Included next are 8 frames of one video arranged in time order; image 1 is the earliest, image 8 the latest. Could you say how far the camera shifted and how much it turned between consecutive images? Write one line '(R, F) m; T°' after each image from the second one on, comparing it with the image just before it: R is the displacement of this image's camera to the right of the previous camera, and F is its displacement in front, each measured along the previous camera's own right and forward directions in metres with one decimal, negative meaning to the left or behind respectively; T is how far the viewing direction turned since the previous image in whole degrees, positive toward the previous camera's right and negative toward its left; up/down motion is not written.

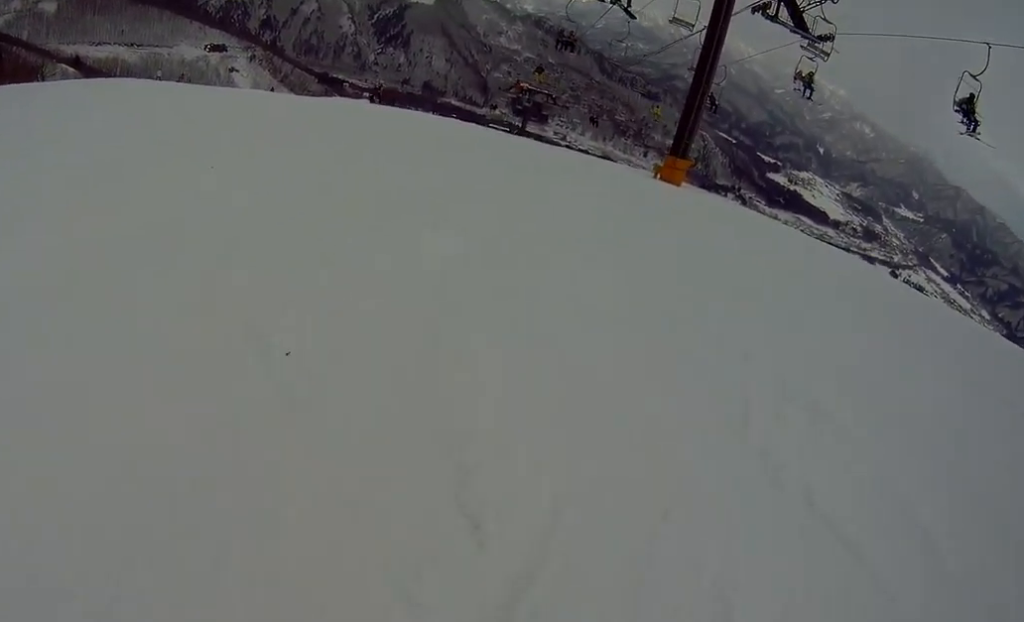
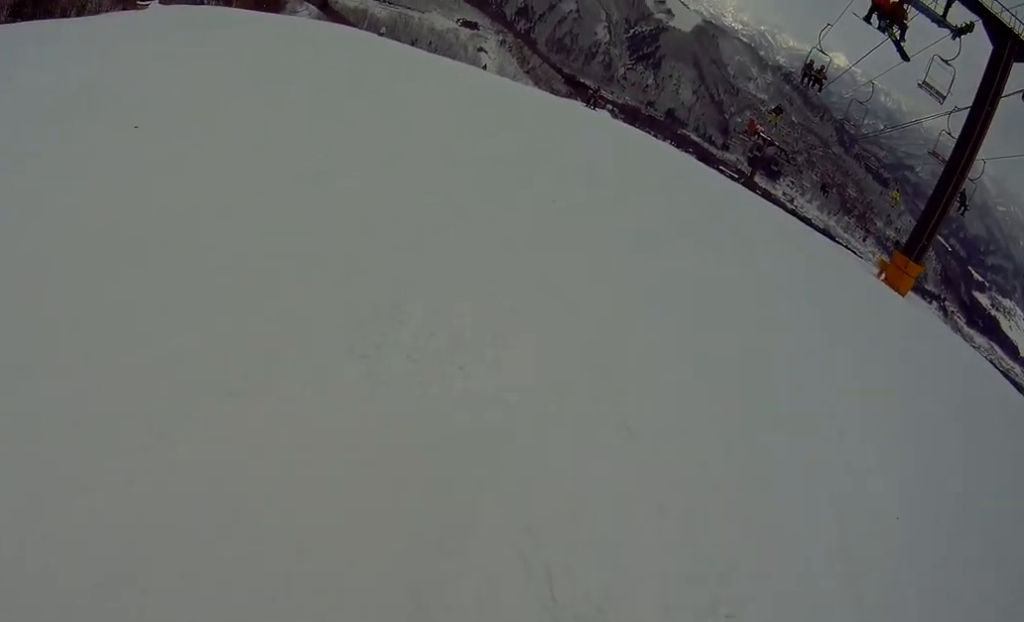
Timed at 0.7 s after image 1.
(-0.1, +2.9) m; -1°
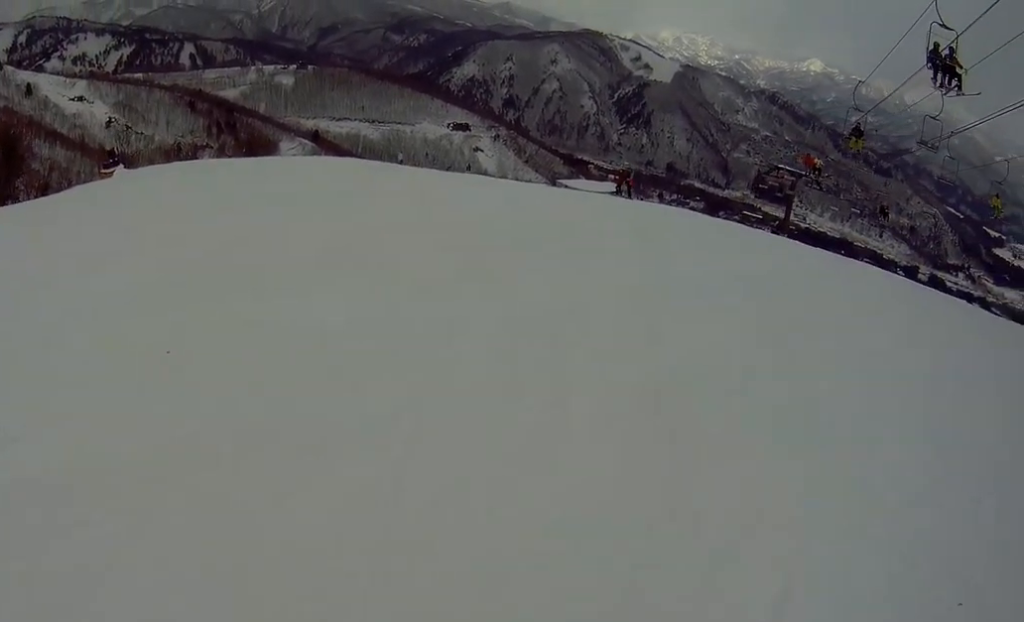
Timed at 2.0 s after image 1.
(0.0, +5.2) m; +15°
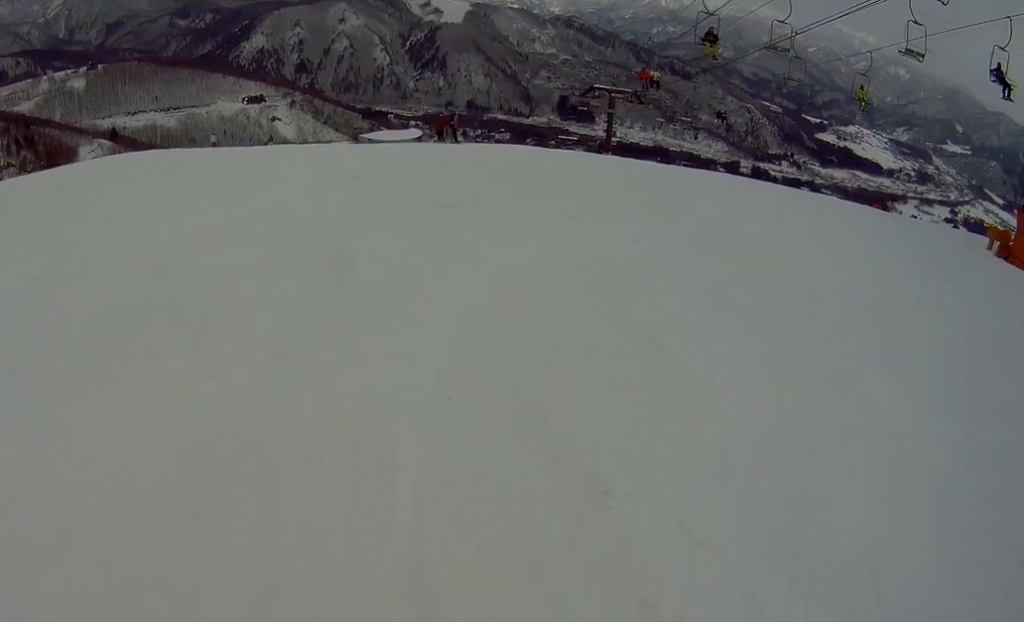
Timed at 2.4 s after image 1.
(+0.4, +1.4) m; +1°
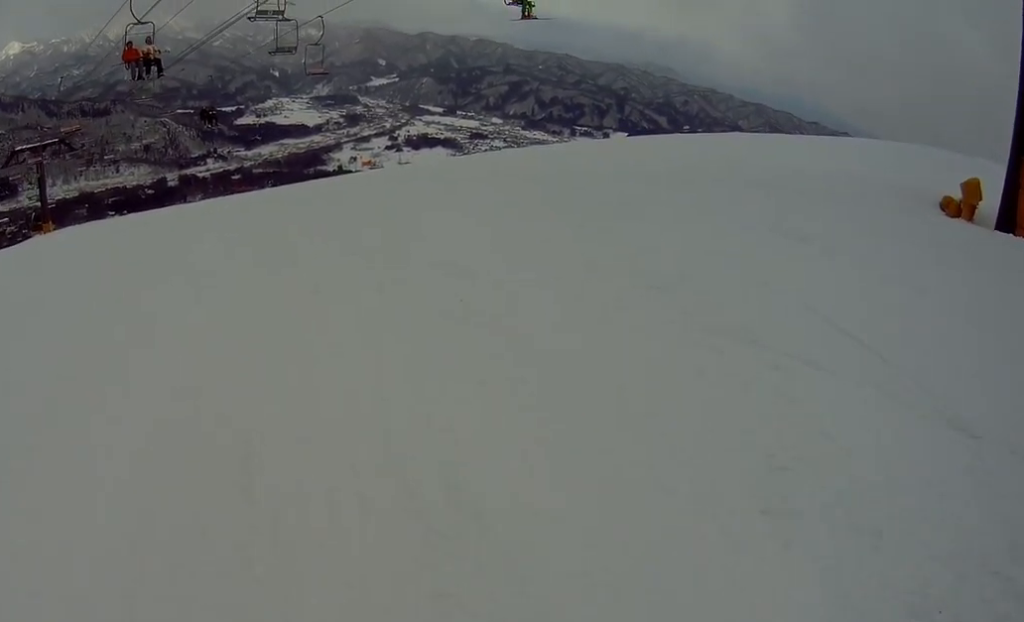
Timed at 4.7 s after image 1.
(-0.1, +8.9) m; -17°
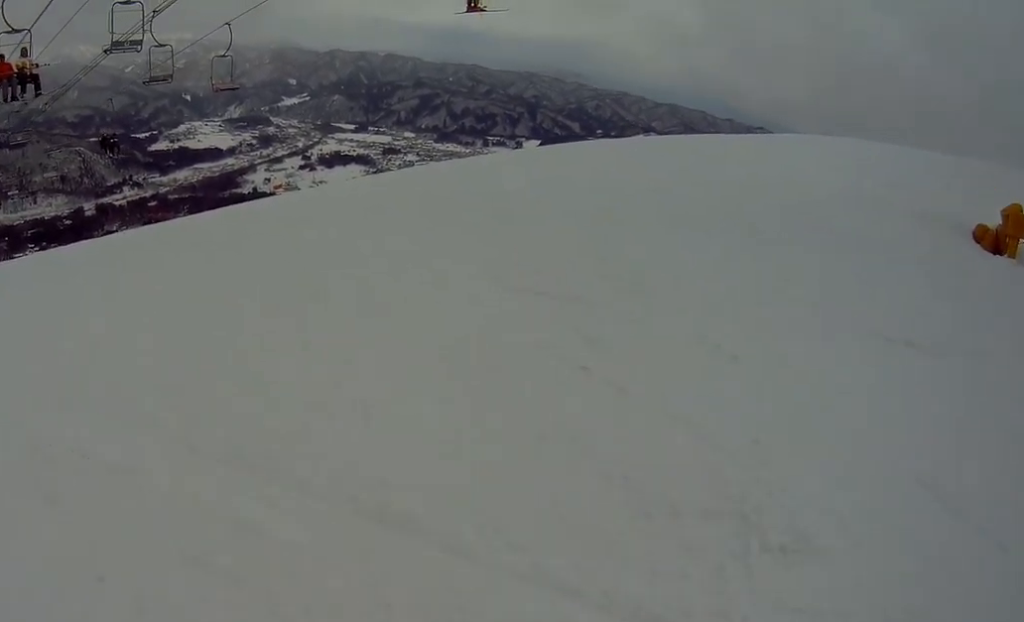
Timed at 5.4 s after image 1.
(-0.4, +2.4) m; -12°
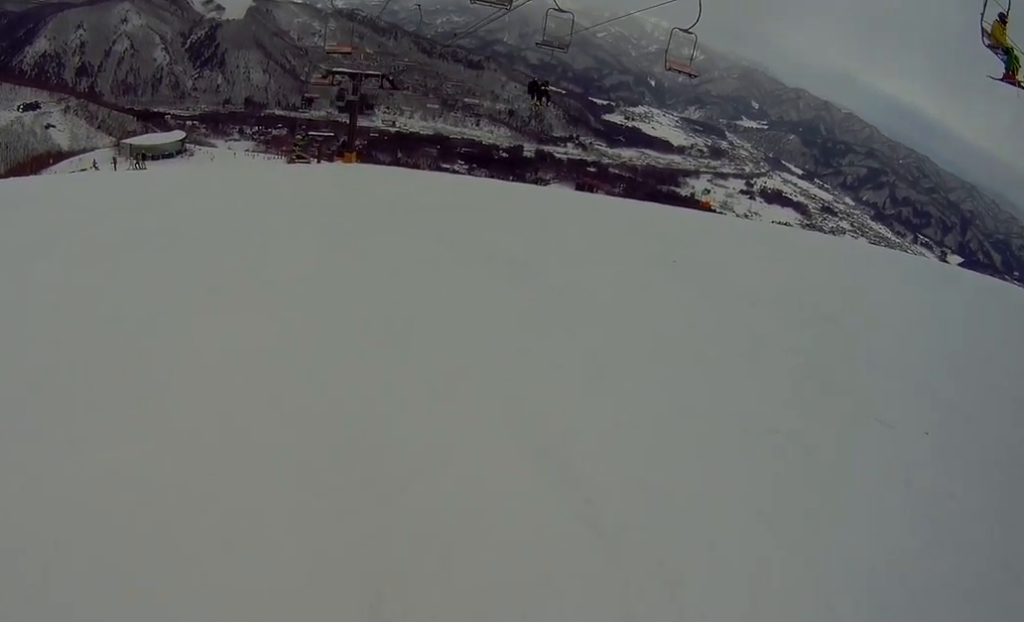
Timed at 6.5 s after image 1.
(-0.9, +4.5) m; -6°
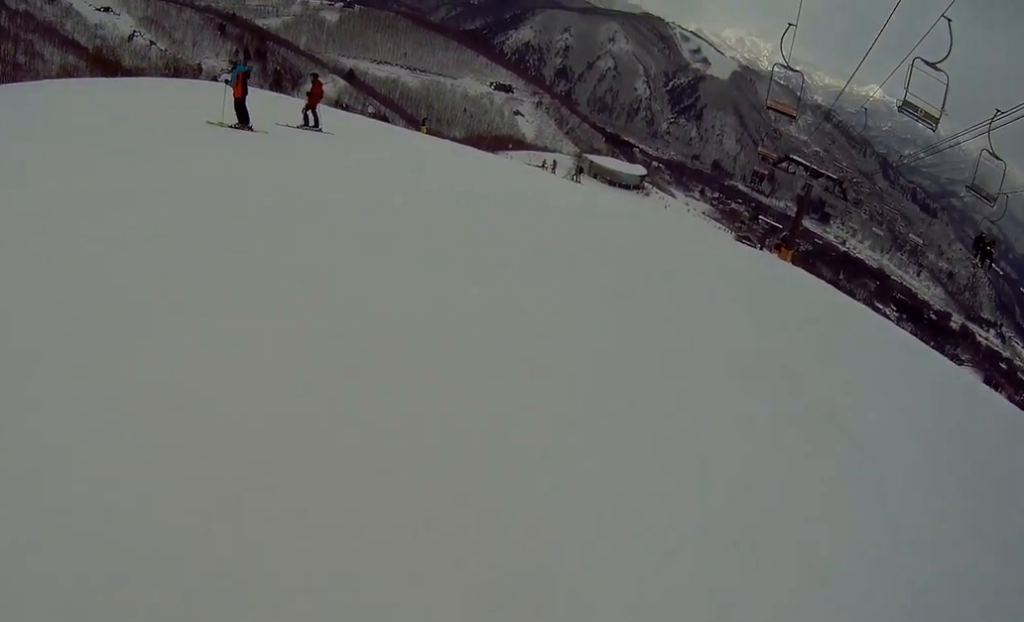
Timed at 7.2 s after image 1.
(+0.2, +3.3) m; +8°
